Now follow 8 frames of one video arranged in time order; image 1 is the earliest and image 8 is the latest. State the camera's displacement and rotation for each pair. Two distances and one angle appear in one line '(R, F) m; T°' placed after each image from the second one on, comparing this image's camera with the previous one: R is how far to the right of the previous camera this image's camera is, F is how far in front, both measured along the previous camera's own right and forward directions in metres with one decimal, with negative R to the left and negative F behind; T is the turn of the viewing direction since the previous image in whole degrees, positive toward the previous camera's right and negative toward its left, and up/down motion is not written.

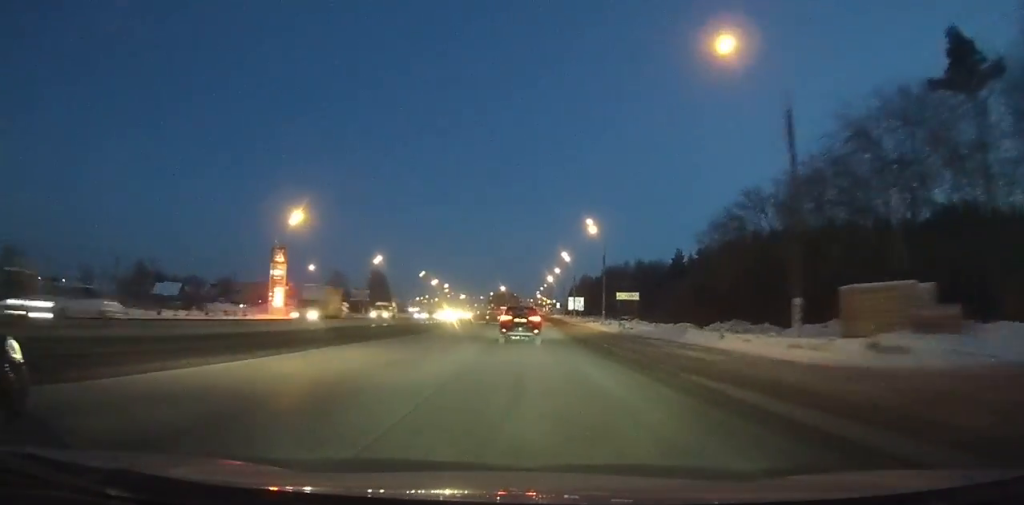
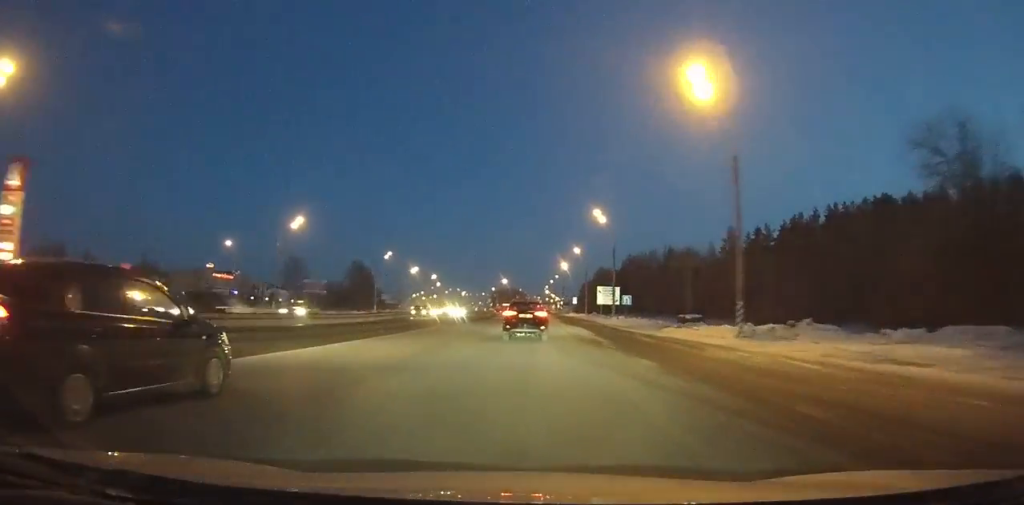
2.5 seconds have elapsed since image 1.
(0.0, +40.9) m; 0°
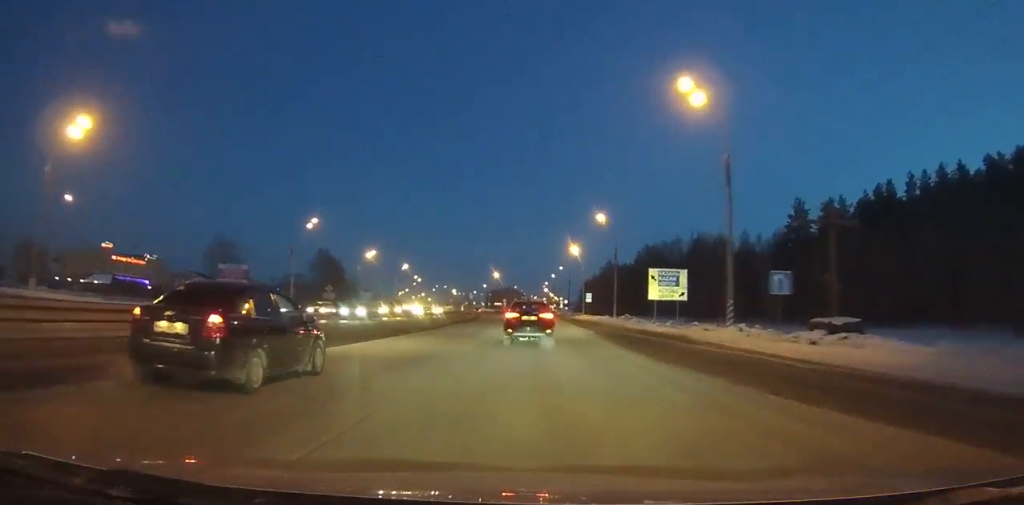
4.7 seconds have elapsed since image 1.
(0.0, +36.7) m; 0°
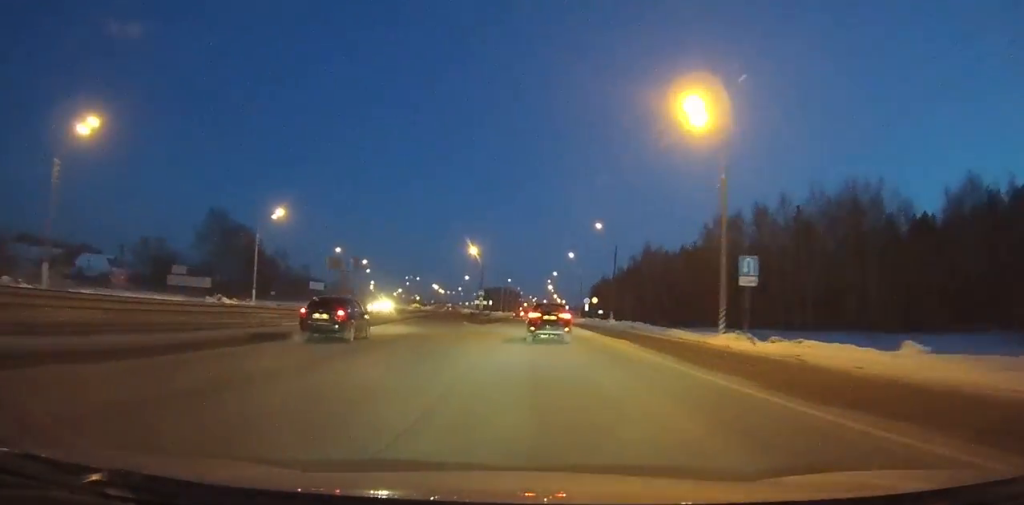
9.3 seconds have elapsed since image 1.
(+0.4, +80.6) m; +1°
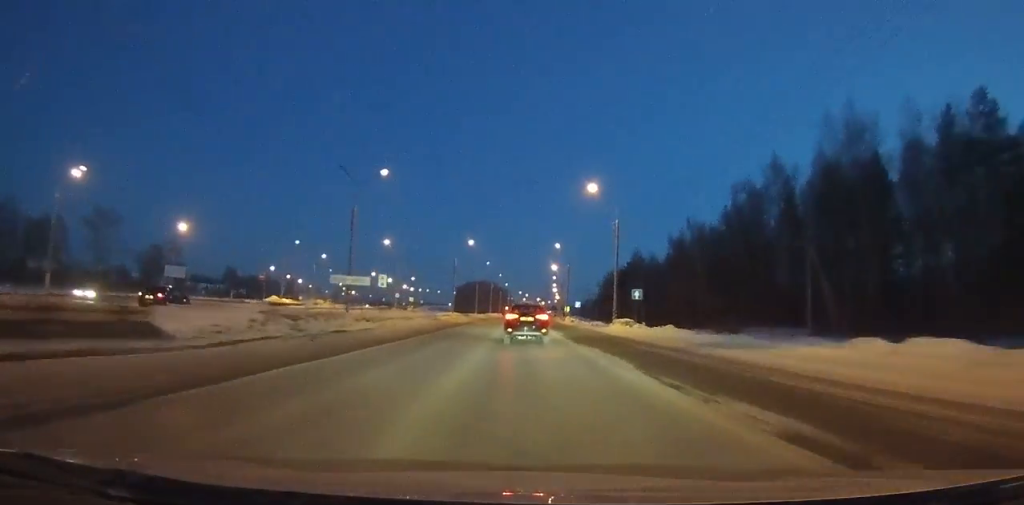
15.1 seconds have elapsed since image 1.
(+0.5, +102.5) m; 0°
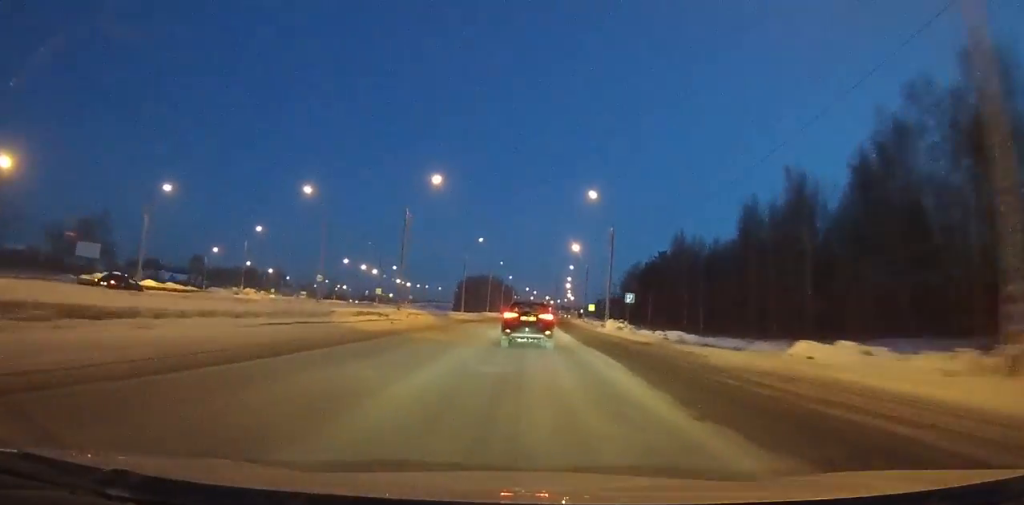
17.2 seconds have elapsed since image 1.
(0.0, +36.5) m; 0°
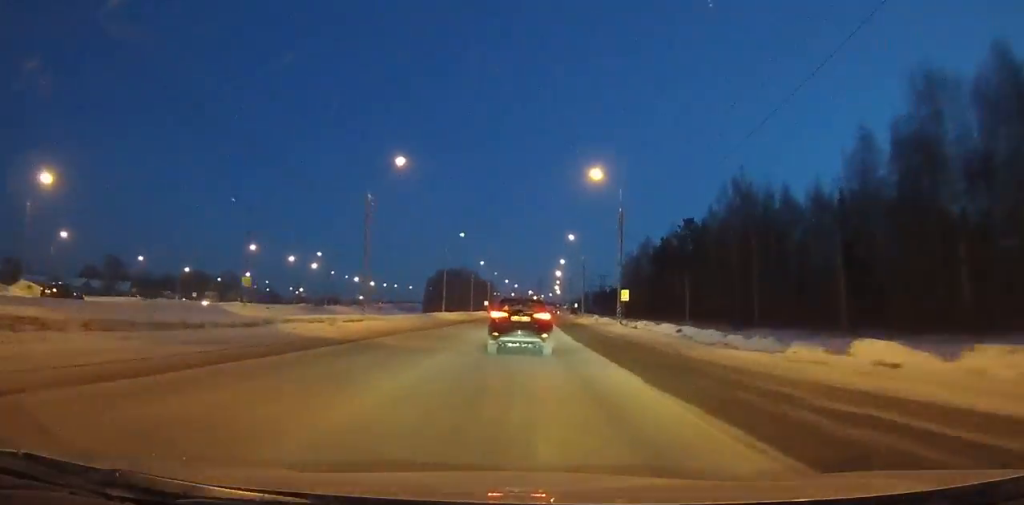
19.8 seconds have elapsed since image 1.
(+0.2, +44.1) m; +1°
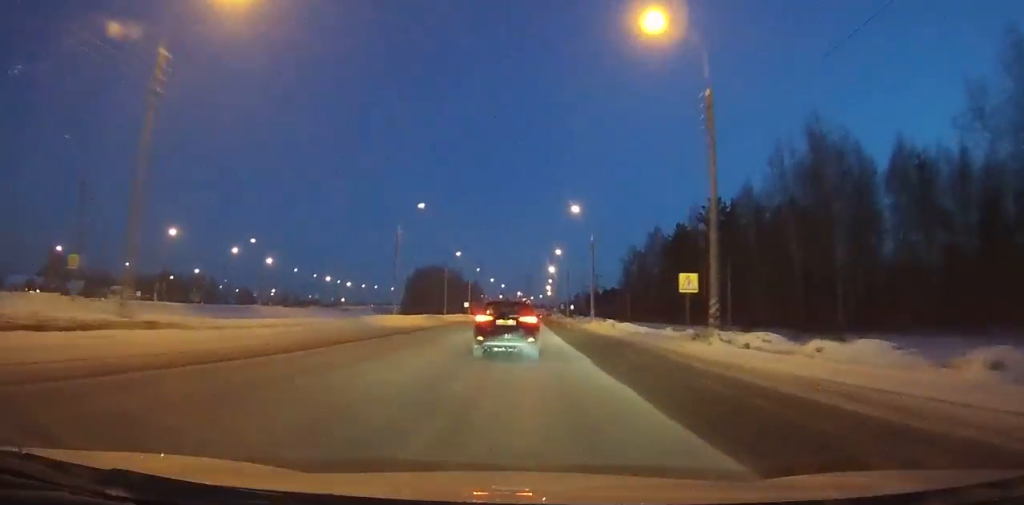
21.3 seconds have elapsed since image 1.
(+0.2, +24.8) m; +1°
